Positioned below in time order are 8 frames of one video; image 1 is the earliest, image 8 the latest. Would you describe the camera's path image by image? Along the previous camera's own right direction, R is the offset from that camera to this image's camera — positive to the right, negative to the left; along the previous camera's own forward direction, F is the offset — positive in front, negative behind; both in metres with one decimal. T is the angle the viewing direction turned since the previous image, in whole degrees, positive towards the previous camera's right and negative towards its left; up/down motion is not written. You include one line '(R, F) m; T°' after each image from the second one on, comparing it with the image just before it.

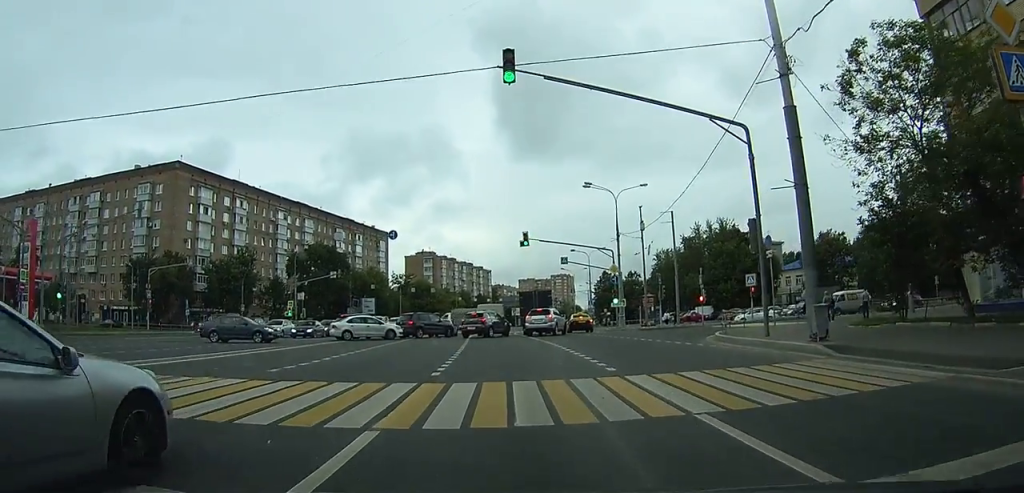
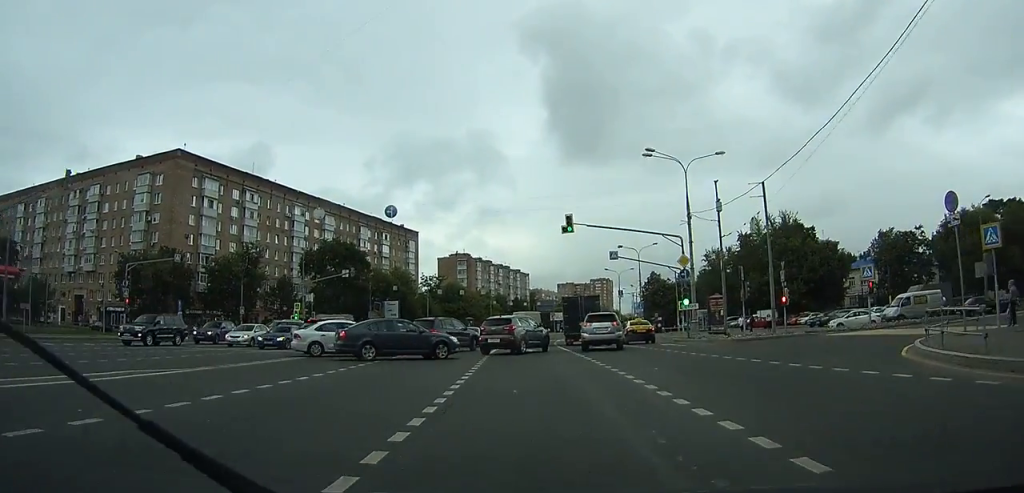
(-1.2, +13.4) m; -6°
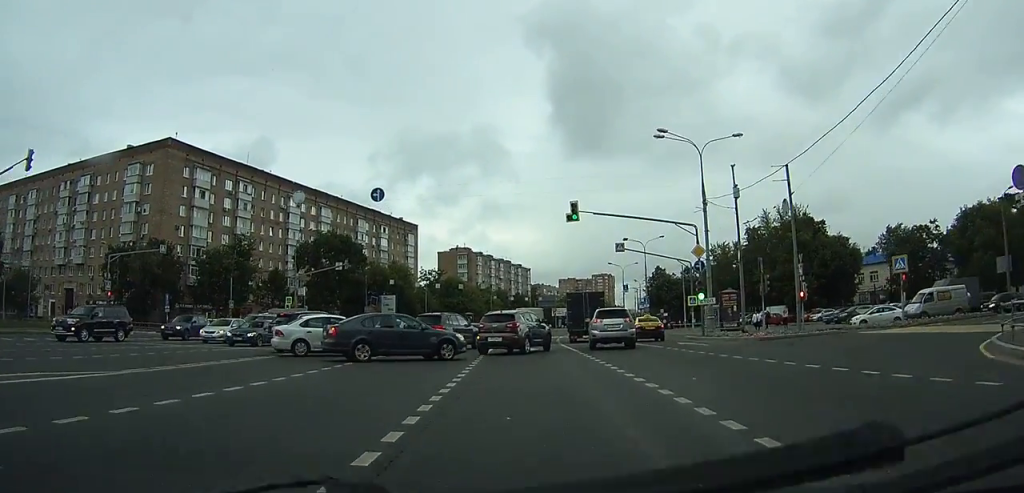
(0.0, +2.6) m; 0°
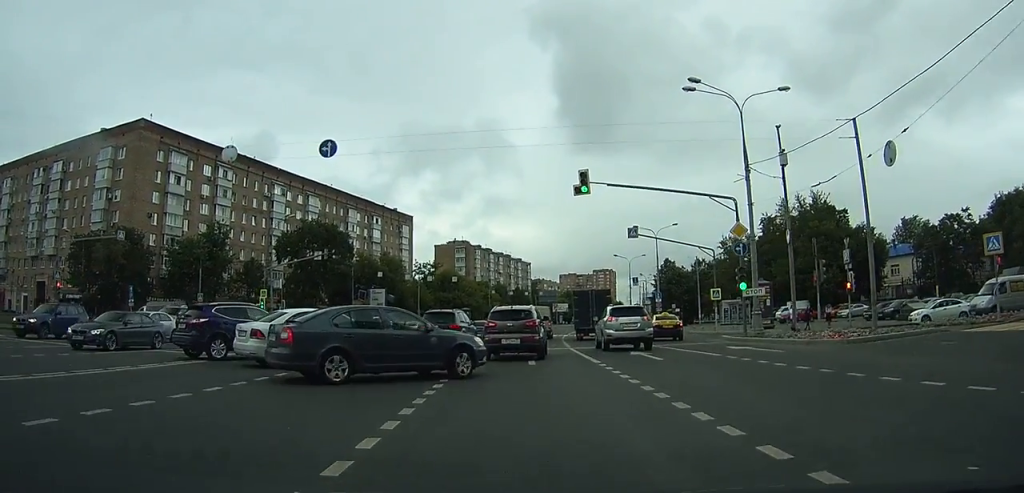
(0.0, +6.2) m; -1°
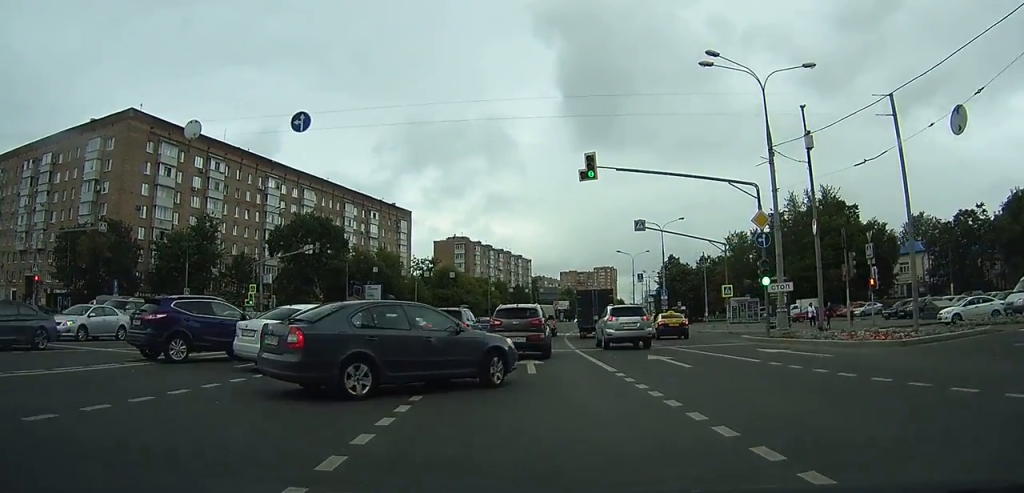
(0.0, +2.8) m; -1°
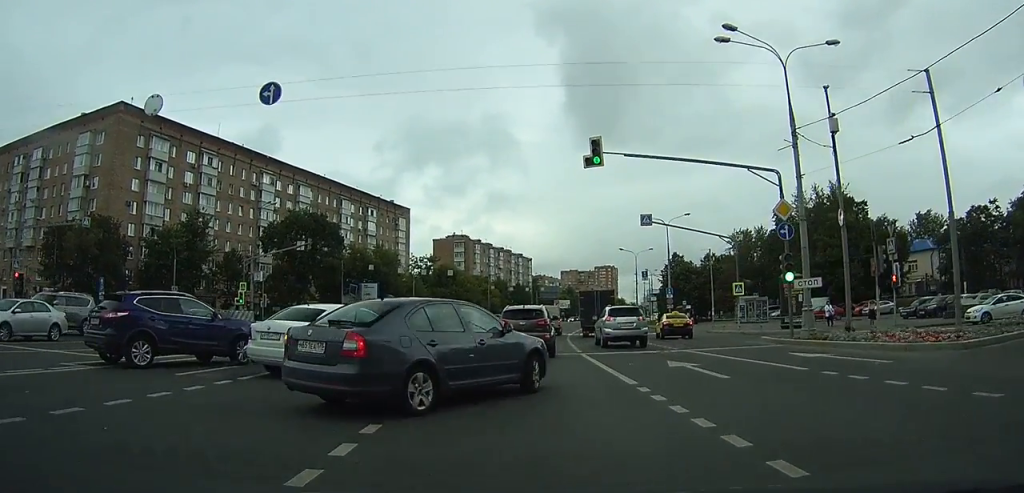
(0.0, +2.6) m; -1°
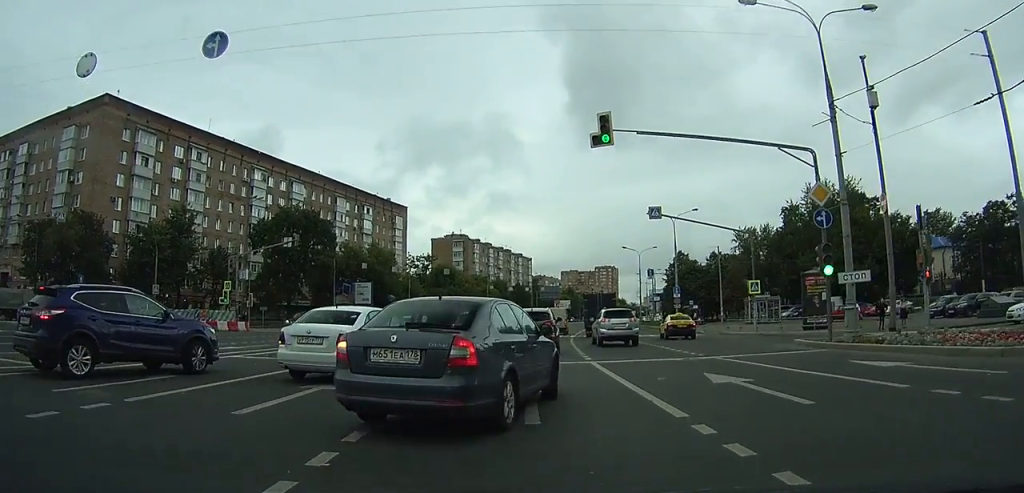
(0.0, +3.6) m; -1°
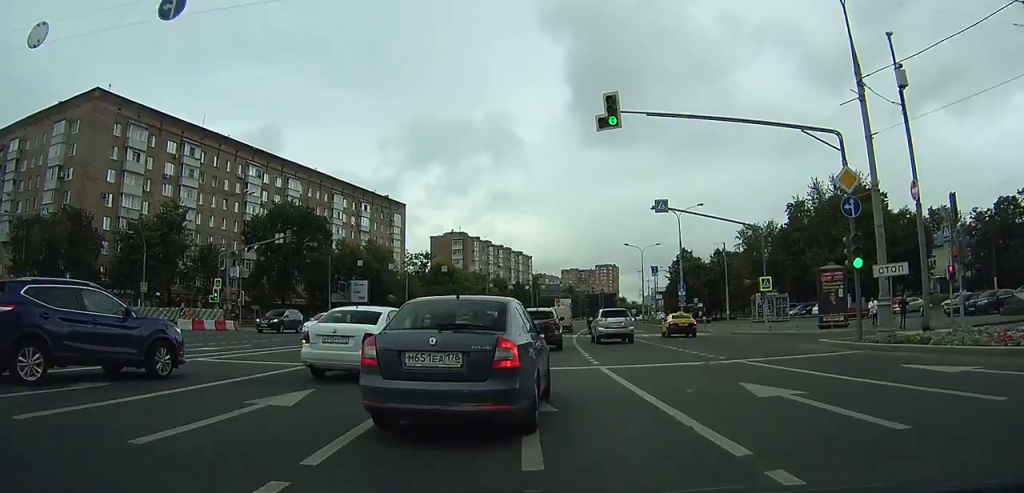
(0.0, +2.2) m; 0°
